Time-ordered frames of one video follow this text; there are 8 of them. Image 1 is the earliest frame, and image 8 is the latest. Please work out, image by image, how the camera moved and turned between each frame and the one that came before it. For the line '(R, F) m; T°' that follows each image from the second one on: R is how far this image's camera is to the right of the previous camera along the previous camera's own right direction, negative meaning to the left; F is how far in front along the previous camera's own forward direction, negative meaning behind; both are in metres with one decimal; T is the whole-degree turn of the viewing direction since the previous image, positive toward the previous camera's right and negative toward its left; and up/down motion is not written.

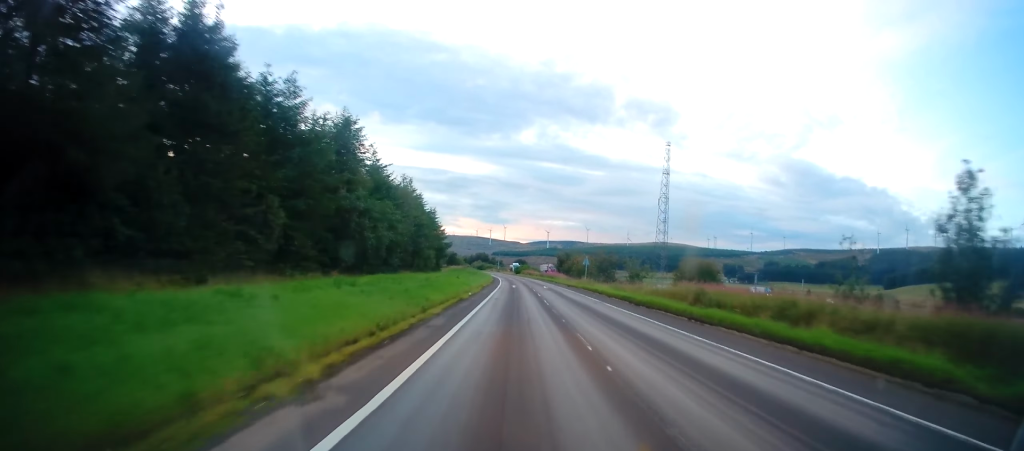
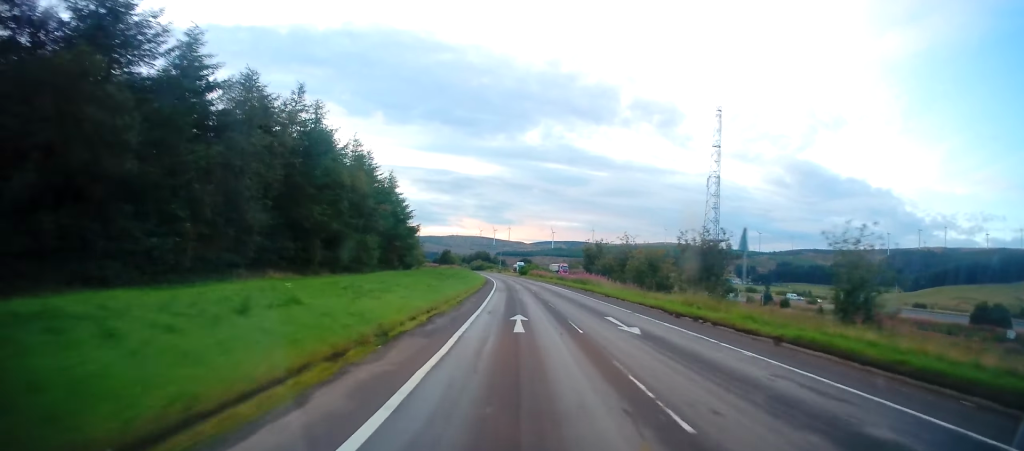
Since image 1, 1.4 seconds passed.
(0.0, +40.6) m; 0°
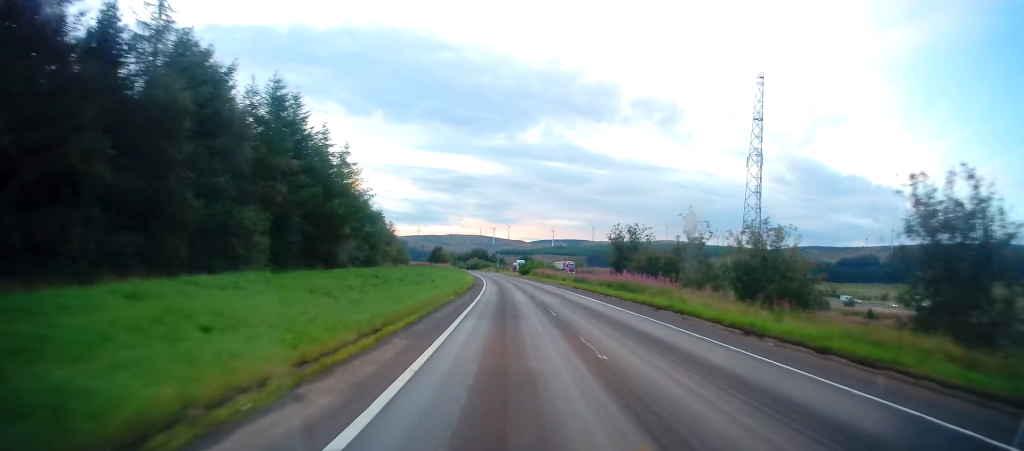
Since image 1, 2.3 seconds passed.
(-0.1, +23.6) m; -1°
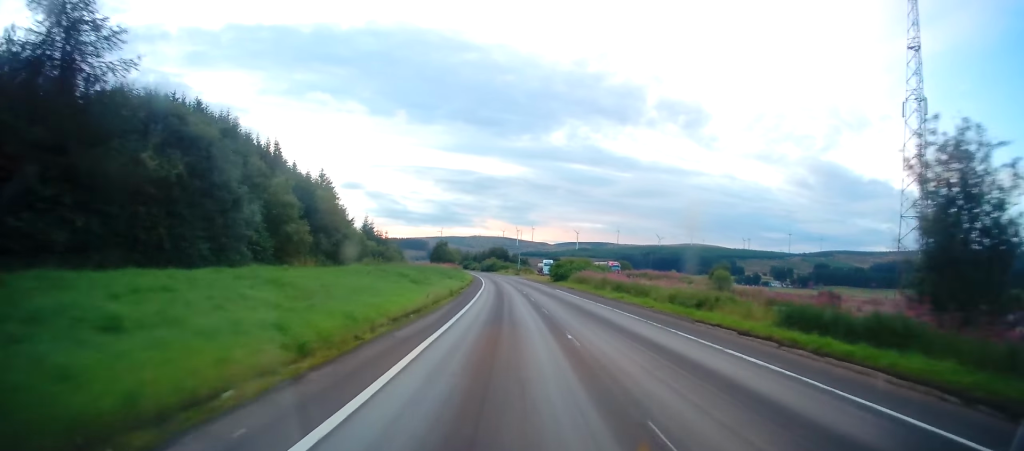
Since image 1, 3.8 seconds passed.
(-0.6, +43.4) m; -3°
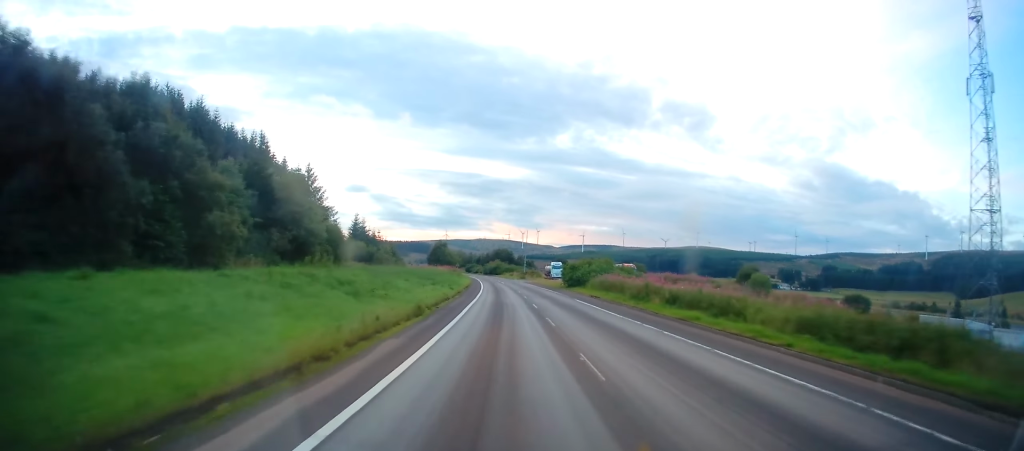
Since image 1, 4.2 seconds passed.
(-0.1, +12.3) m; -1°
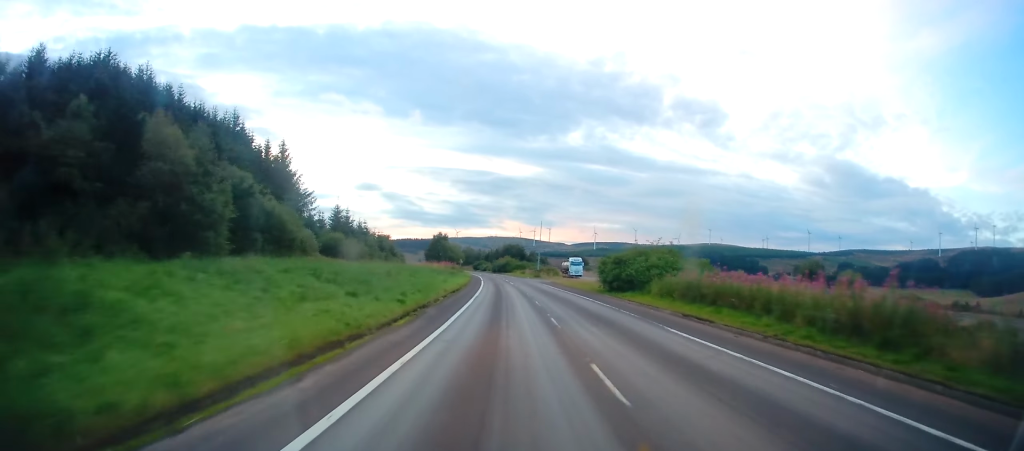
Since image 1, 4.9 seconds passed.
(-0.5, +20.0) m; -1°
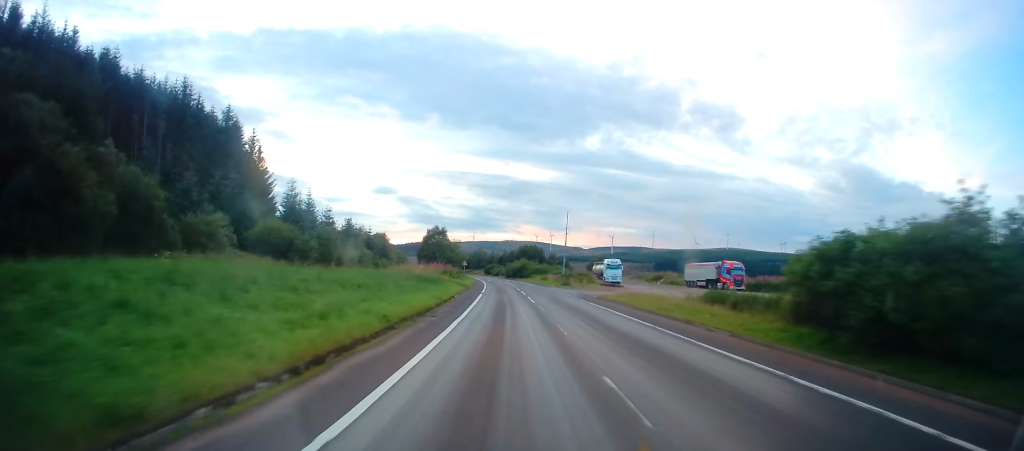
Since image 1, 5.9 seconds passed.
(+0.2, +27.8) m; -1°
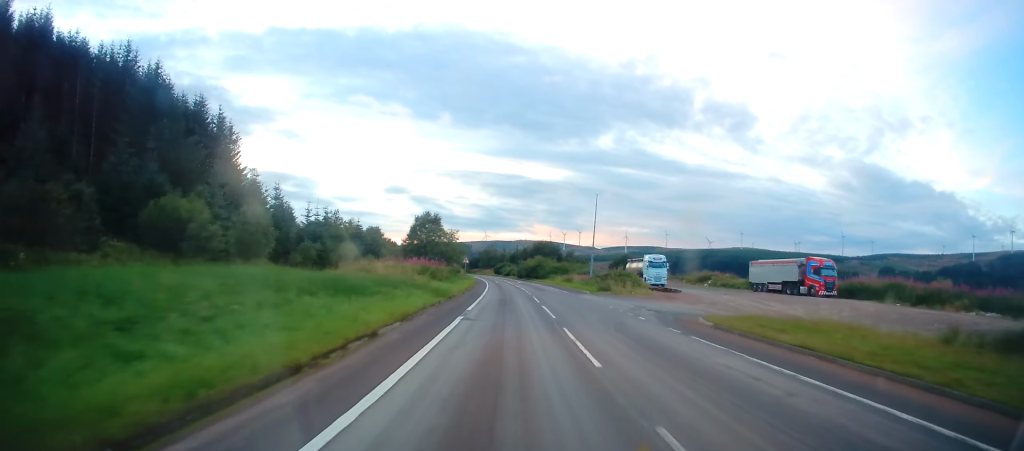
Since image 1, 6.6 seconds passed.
(-0.5, +21.0) m; -2°
